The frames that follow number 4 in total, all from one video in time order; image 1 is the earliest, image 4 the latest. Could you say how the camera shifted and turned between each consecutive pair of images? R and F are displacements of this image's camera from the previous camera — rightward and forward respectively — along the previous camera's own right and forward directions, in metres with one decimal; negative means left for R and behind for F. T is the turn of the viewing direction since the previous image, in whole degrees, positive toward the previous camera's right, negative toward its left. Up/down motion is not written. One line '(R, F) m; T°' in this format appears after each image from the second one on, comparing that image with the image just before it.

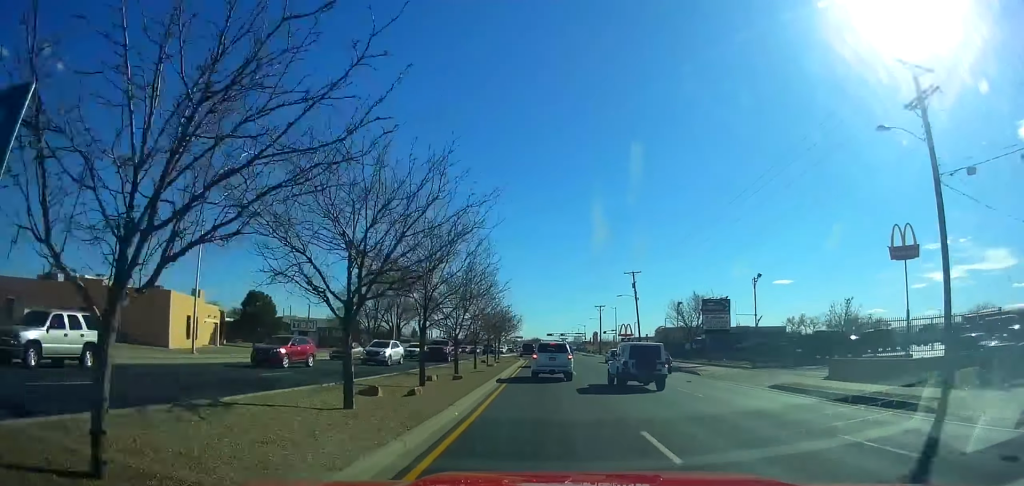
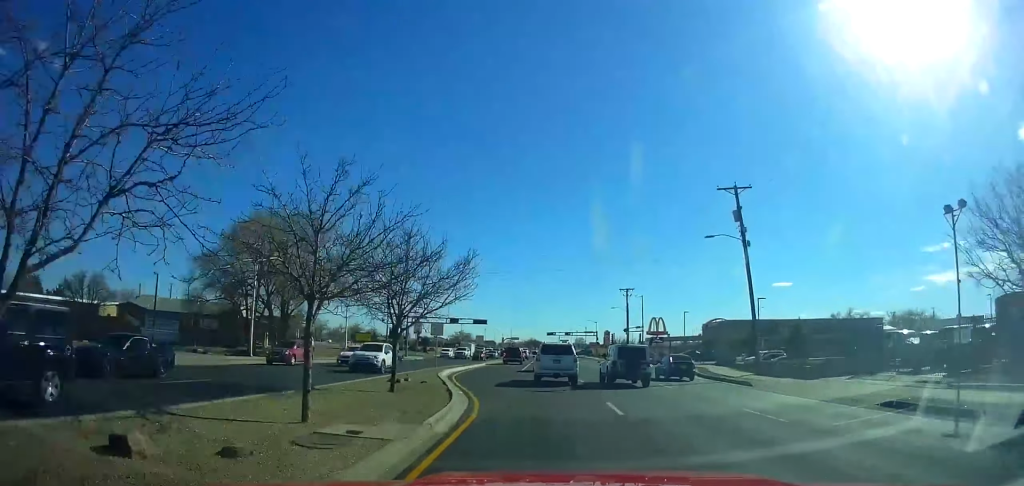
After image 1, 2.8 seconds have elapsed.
(0.0, +42.7) m; 0°
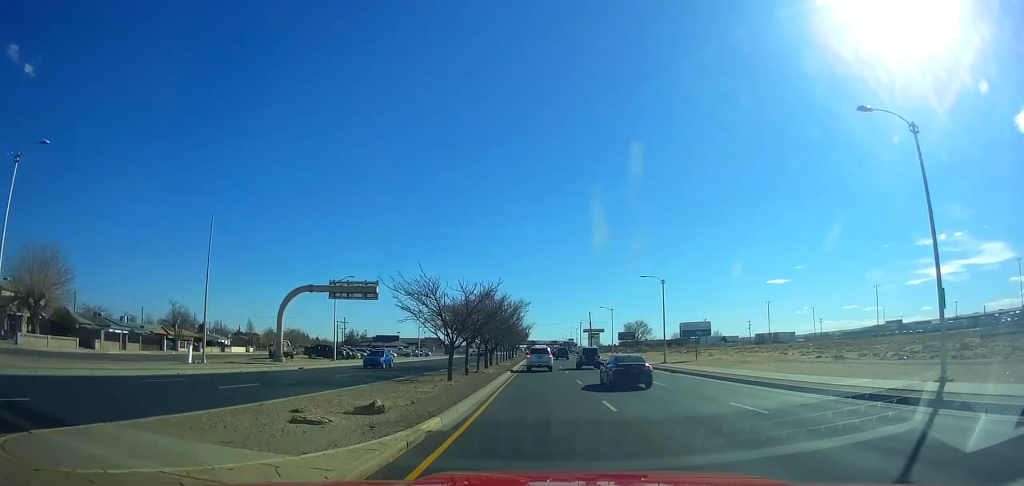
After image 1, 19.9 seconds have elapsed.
(-1.5, +293.7) m; 0°
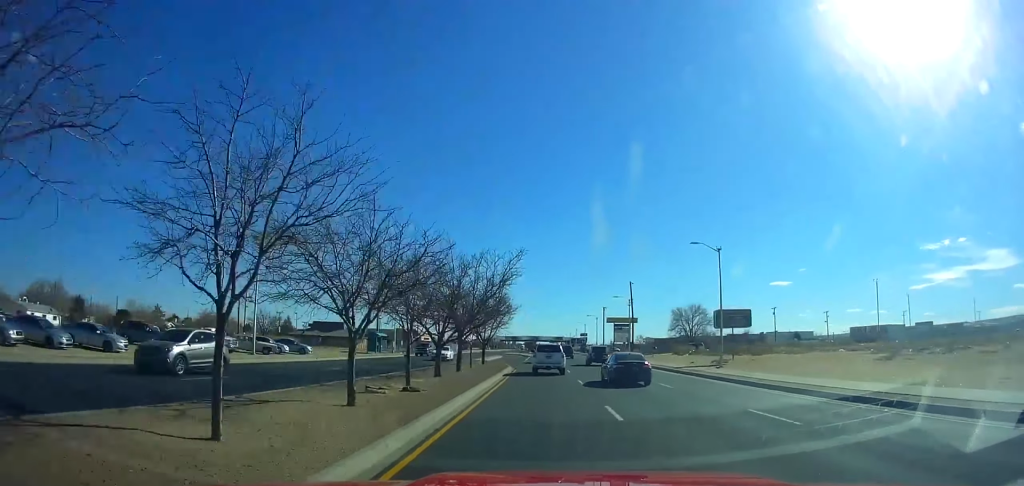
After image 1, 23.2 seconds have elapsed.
(+0.2, +61.5) m; -1°
